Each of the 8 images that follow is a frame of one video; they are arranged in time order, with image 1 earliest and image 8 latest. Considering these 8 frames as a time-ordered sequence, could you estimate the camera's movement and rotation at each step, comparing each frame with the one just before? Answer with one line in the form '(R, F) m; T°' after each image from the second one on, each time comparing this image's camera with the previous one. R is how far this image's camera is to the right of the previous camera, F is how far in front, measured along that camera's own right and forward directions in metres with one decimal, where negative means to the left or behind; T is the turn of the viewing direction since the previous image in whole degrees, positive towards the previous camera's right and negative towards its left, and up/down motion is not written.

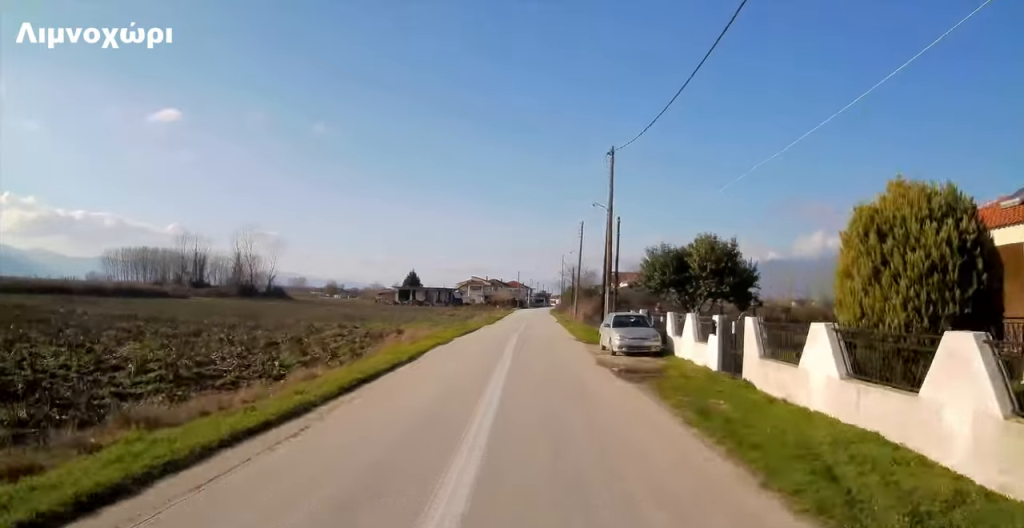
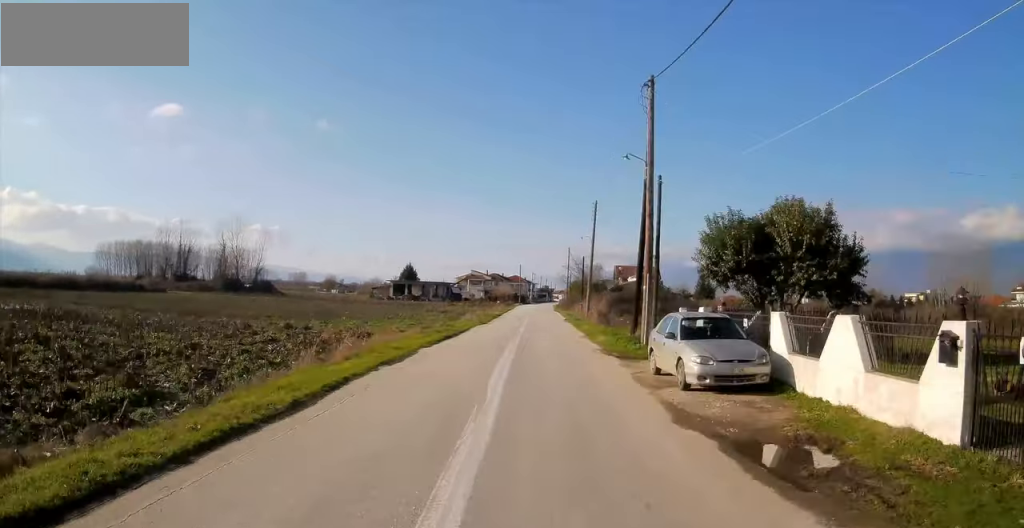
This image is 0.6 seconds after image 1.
(0.0, +9.0) m; 0°
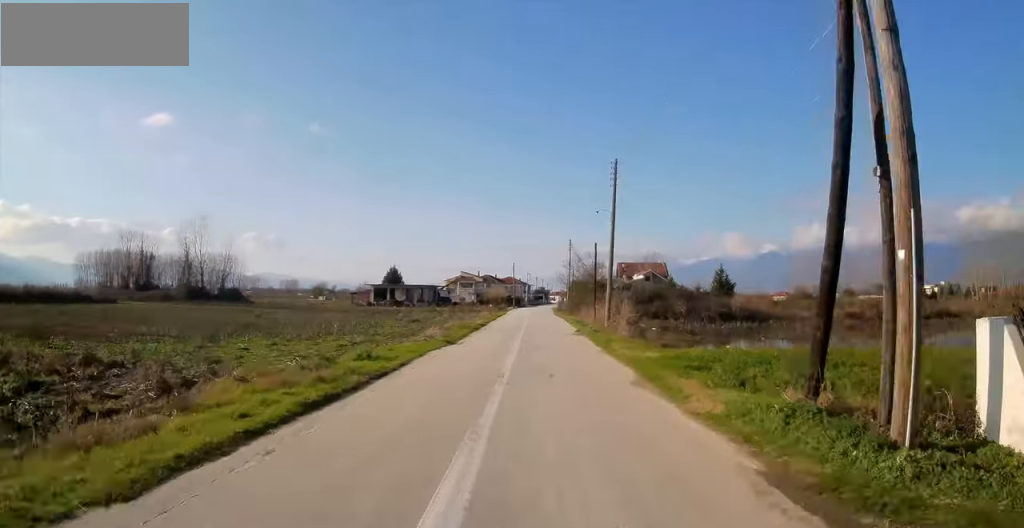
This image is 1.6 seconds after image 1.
(-0.1, +14.4) m; 0°
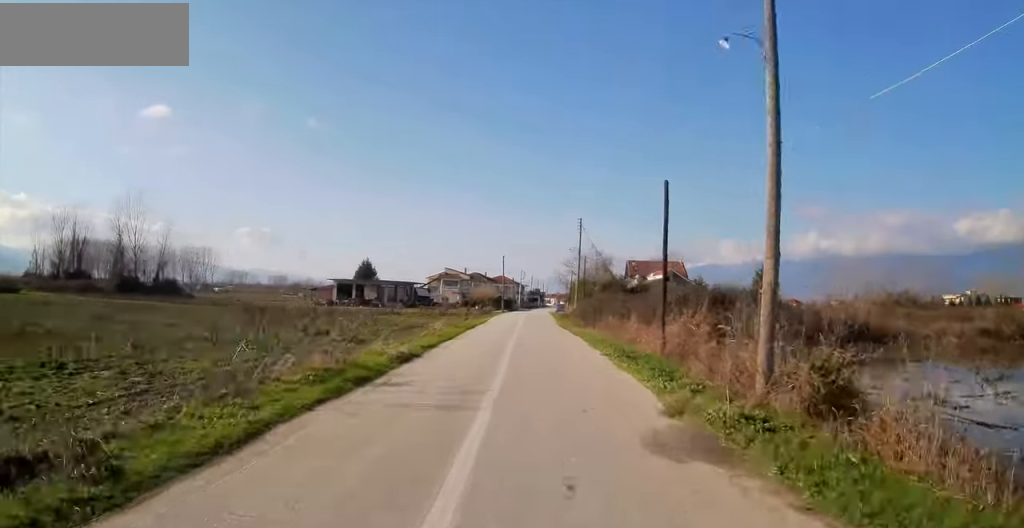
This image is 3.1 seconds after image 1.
(+0.3, +22.4) m; +1°
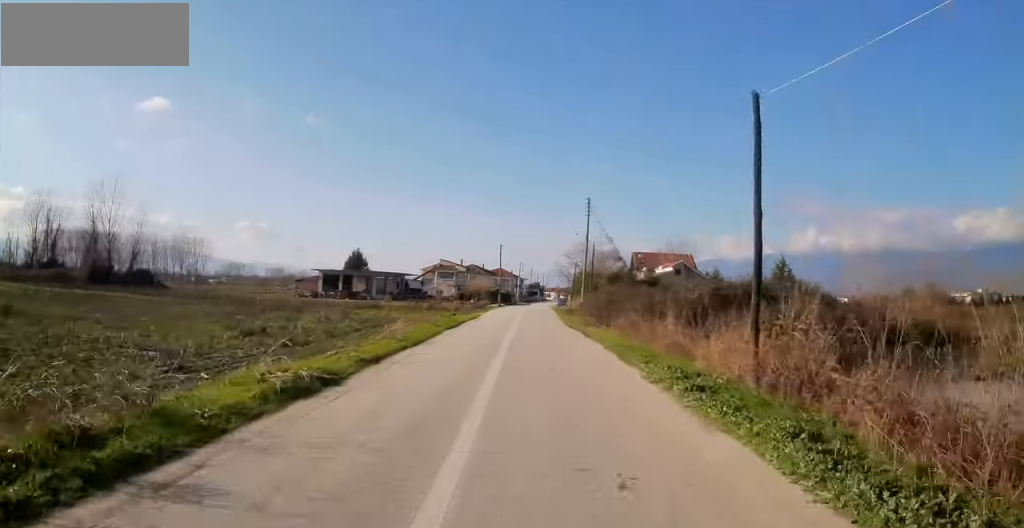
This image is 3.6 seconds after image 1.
(0.0, +7.7) m; 0°
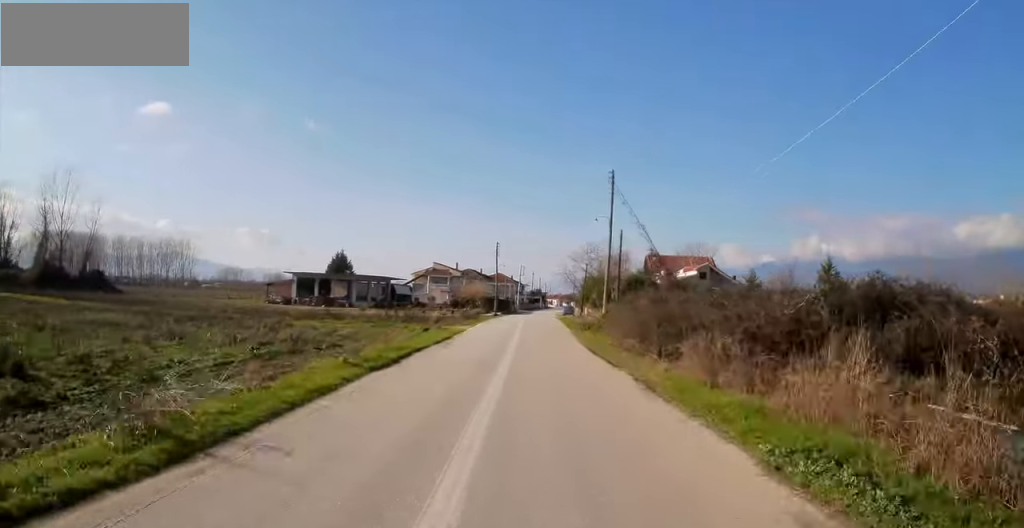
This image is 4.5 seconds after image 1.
(0.0, +12.8) m; 0°
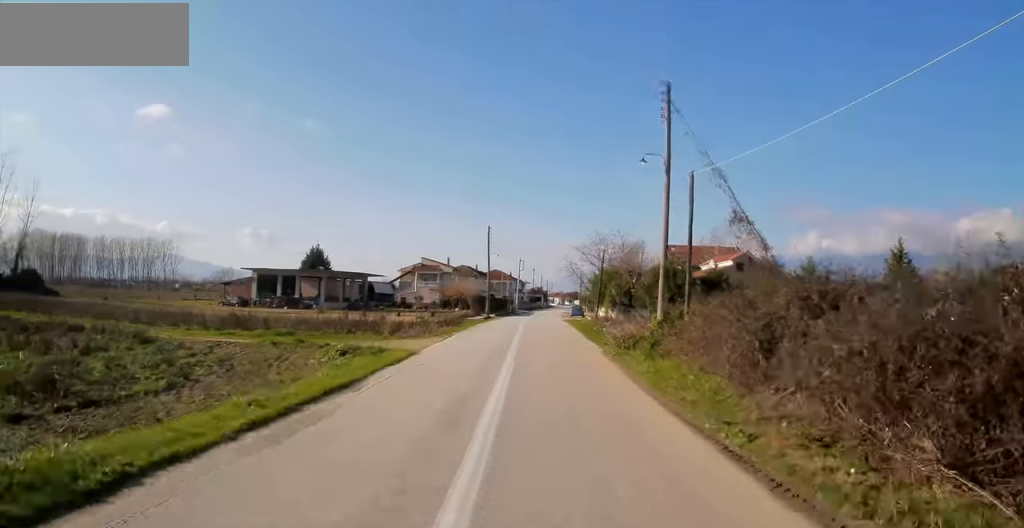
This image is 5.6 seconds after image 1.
(0.0, +14.4) m; -2°
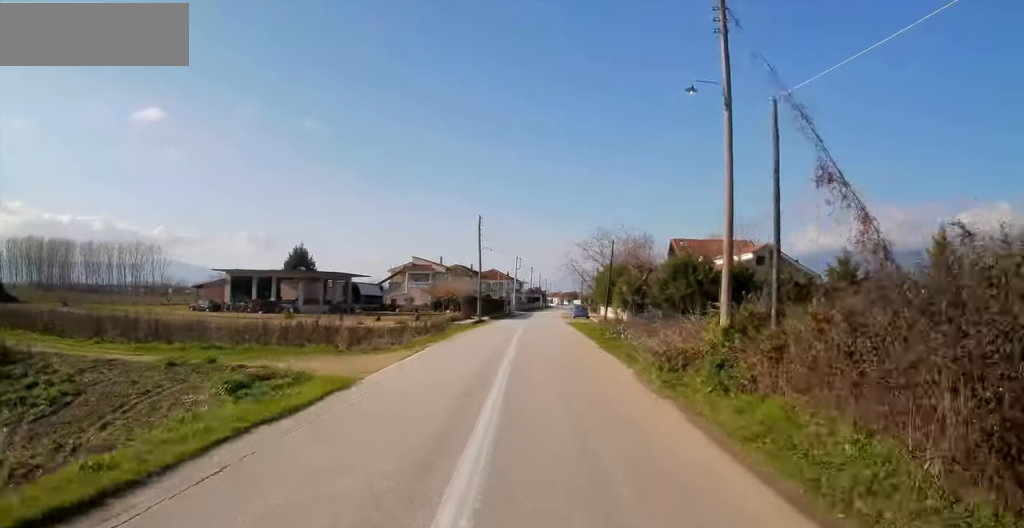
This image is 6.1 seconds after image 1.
(-0.2, +6.9) m; 0°
